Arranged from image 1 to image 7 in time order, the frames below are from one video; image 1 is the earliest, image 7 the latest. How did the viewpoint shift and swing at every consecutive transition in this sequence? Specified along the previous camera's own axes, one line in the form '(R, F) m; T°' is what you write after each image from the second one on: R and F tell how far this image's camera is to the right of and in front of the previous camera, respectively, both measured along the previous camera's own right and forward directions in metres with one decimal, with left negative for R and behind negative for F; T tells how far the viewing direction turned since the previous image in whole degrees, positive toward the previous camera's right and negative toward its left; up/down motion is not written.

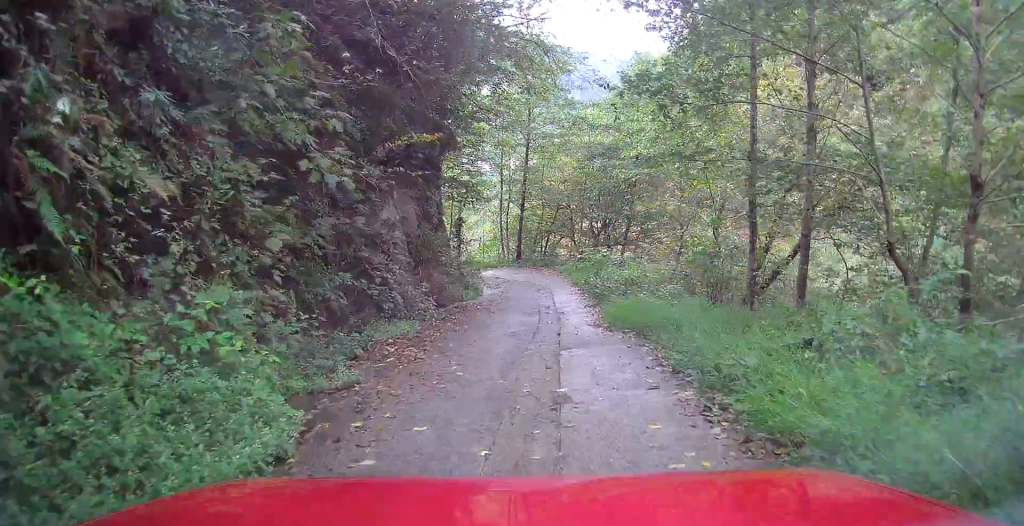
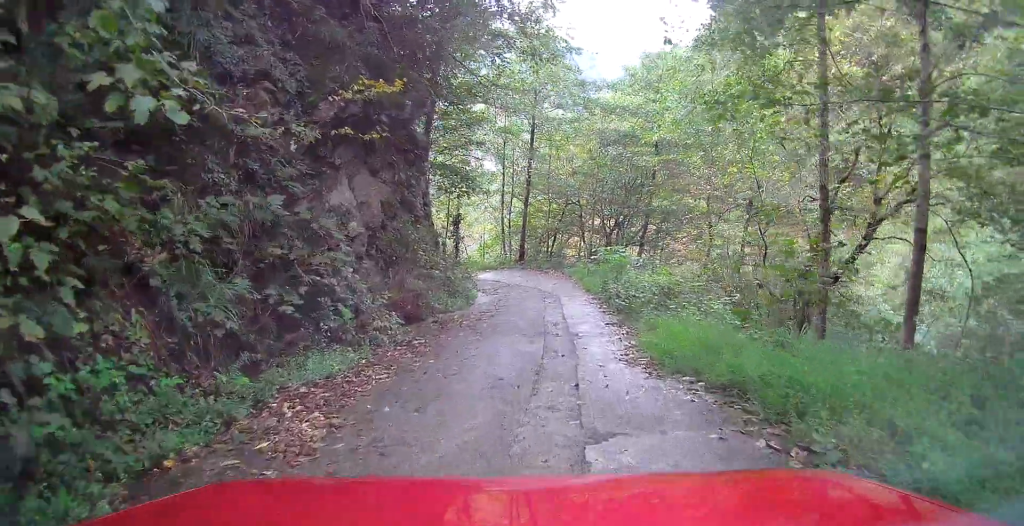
(+0.1, +4.3) m; 0°
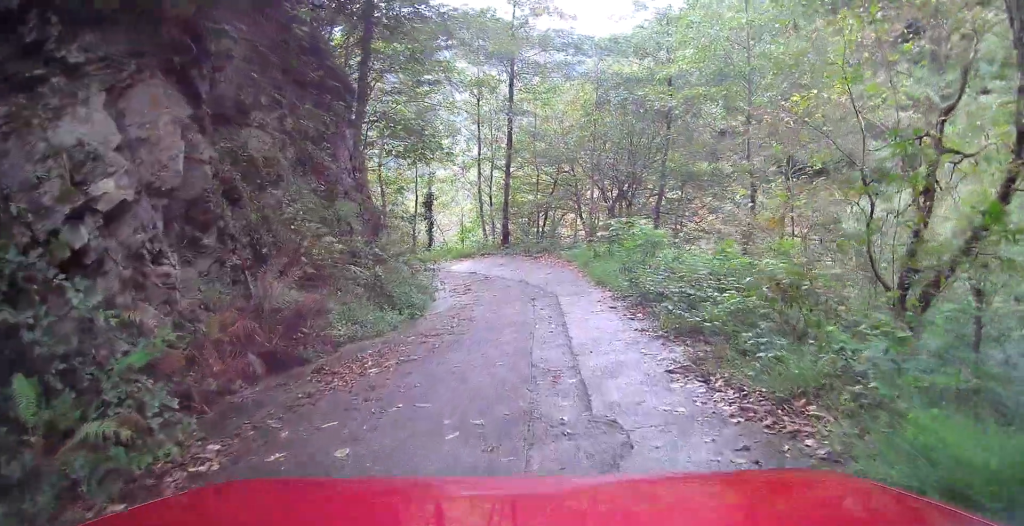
(-0.1, +6.7) m; +1°
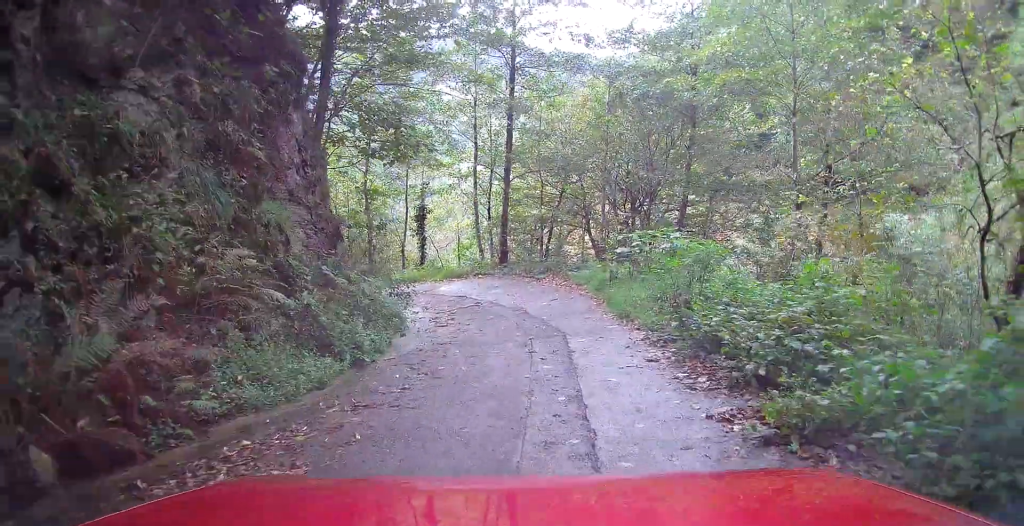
(+0.1, +3.4) m; -2°
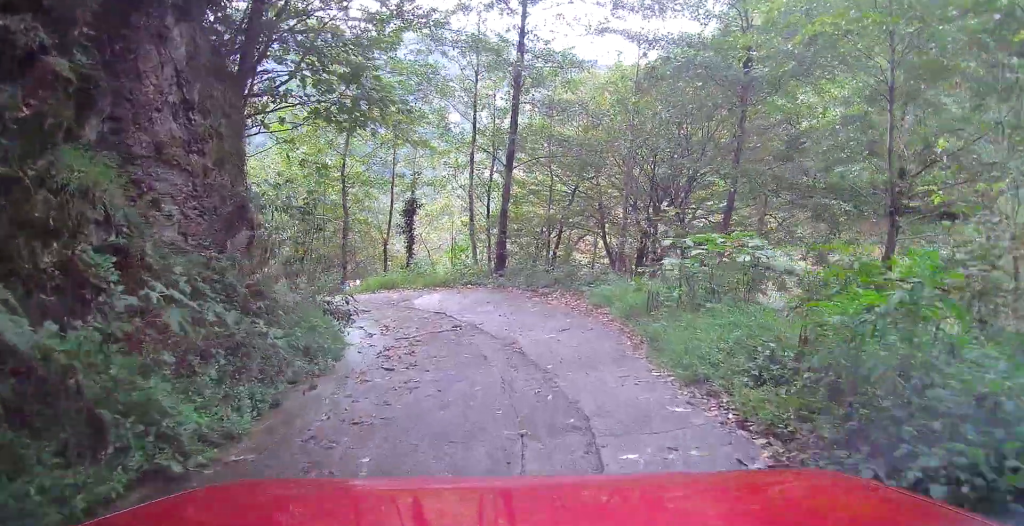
(-0.2, +4.5) m; -3°
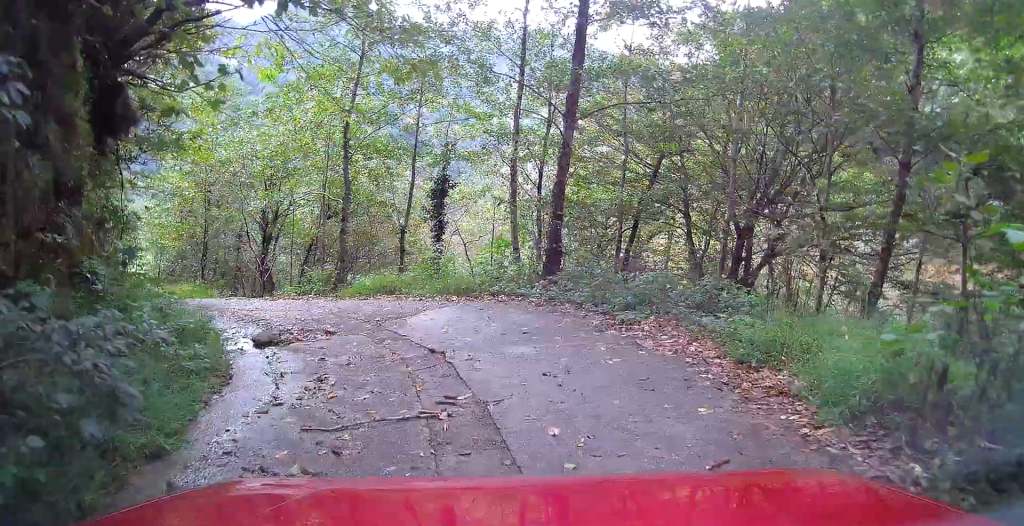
(-0.2, +6.4) m; -6°
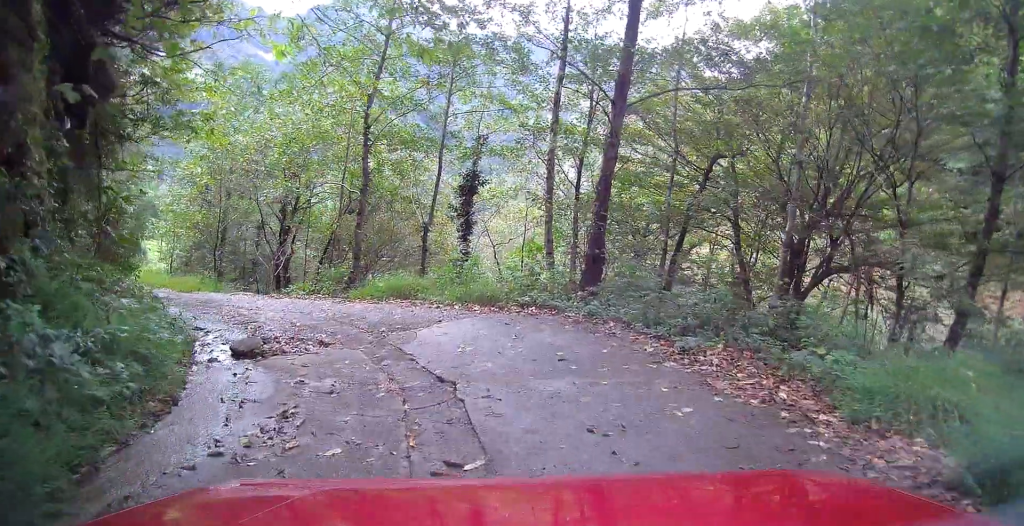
(-0.1, +1.7) m; -4°
